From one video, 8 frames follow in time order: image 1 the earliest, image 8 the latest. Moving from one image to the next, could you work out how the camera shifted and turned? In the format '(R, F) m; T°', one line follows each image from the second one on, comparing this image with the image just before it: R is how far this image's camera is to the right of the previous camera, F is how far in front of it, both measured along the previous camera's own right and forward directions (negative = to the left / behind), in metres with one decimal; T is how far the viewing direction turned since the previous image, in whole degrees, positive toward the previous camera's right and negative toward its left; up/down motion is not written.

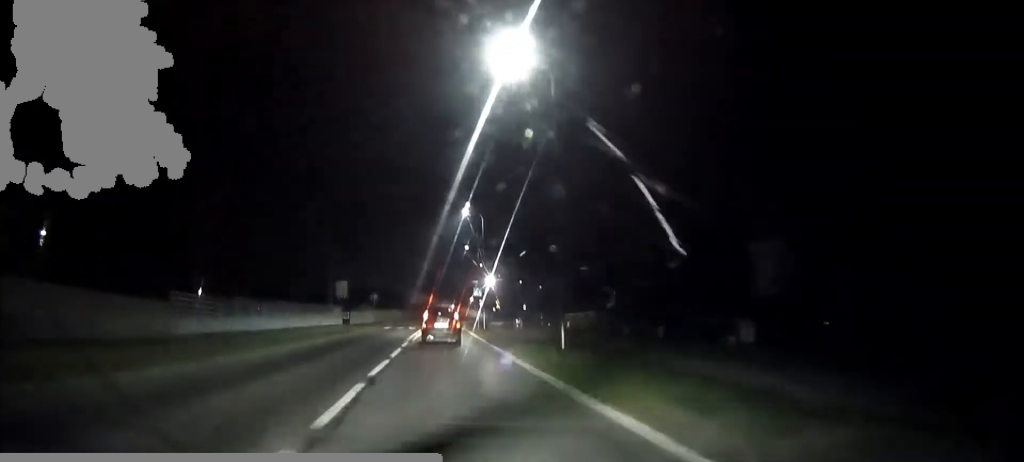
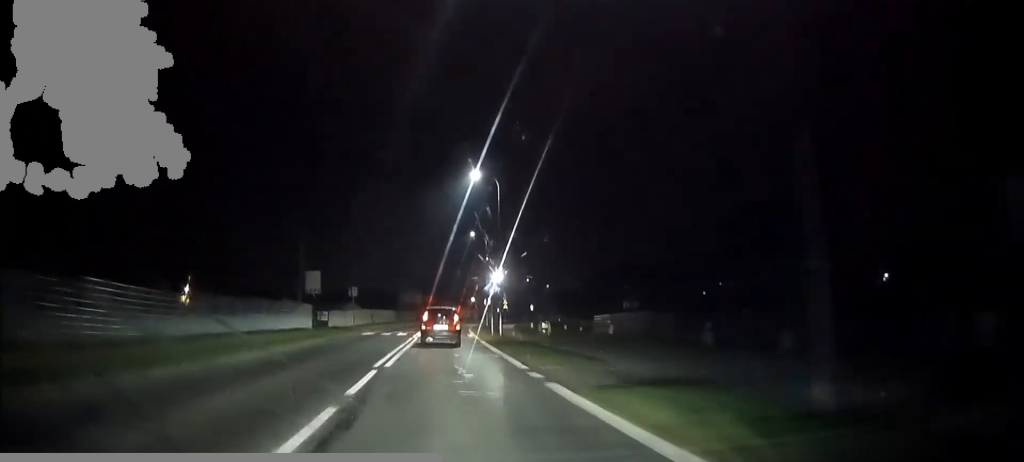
(+0.1, +14.2) m; +1°
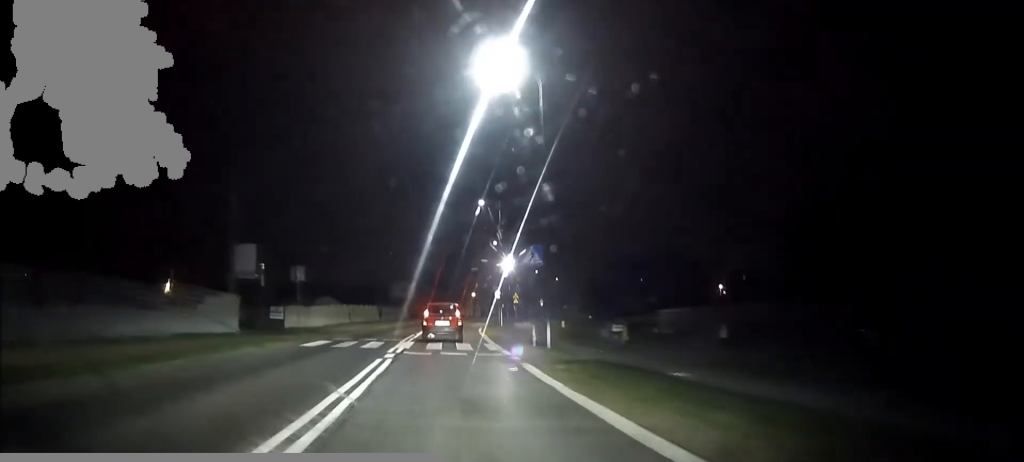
(+0.2, +17.0) m; +2°
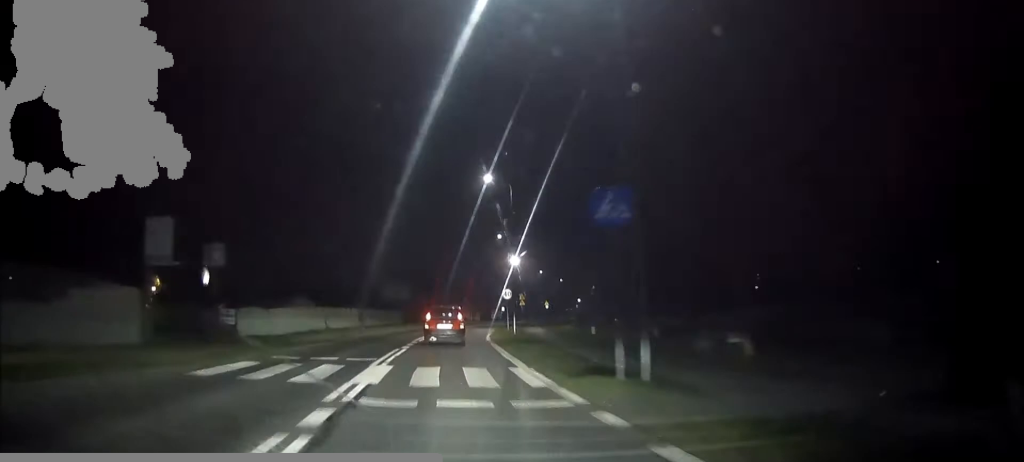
(+0.2, +10.2) m; +1°
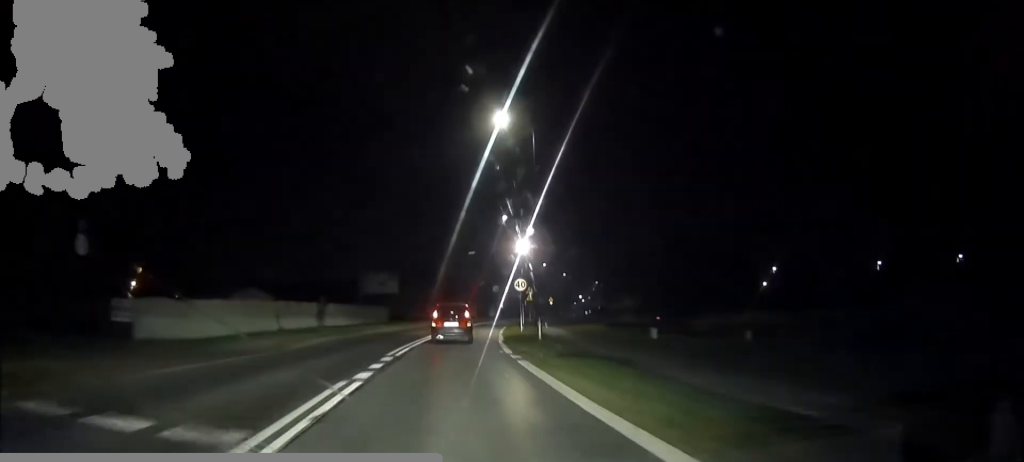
(+0.2, +12.4) m; +2°
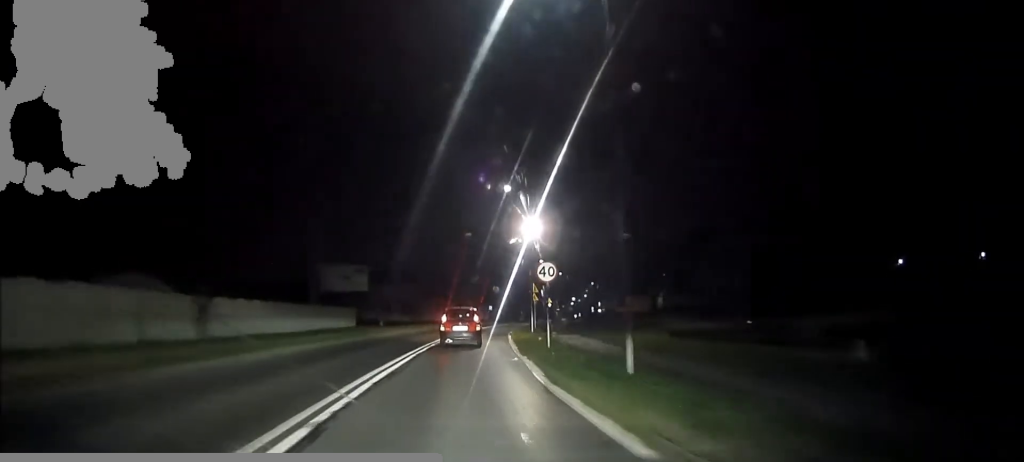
(+0.2, +14.6) m; +2°
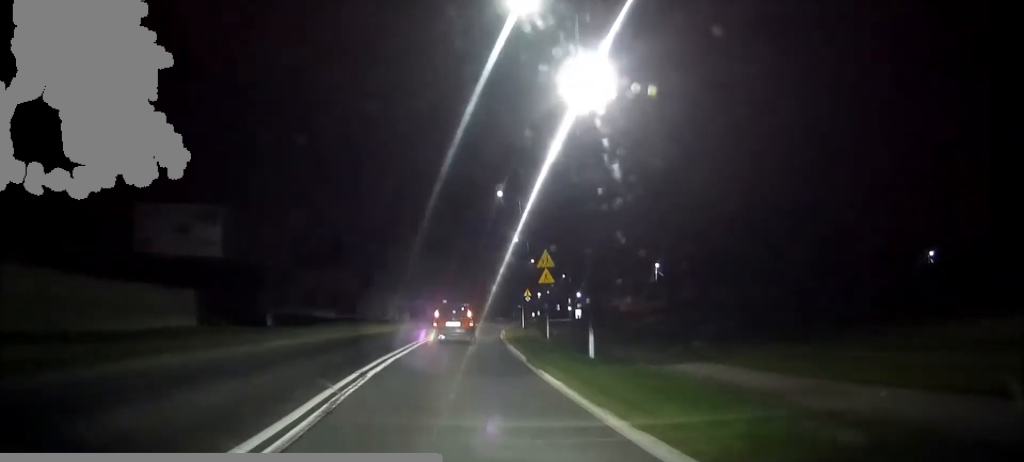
(+0.7, +26.3) m; +4°
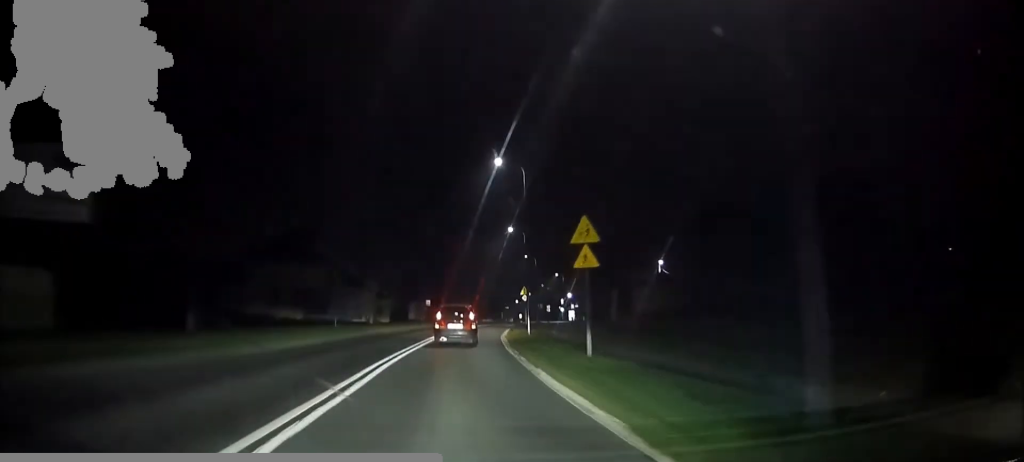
(+0.2, +10.0) m; +1°
